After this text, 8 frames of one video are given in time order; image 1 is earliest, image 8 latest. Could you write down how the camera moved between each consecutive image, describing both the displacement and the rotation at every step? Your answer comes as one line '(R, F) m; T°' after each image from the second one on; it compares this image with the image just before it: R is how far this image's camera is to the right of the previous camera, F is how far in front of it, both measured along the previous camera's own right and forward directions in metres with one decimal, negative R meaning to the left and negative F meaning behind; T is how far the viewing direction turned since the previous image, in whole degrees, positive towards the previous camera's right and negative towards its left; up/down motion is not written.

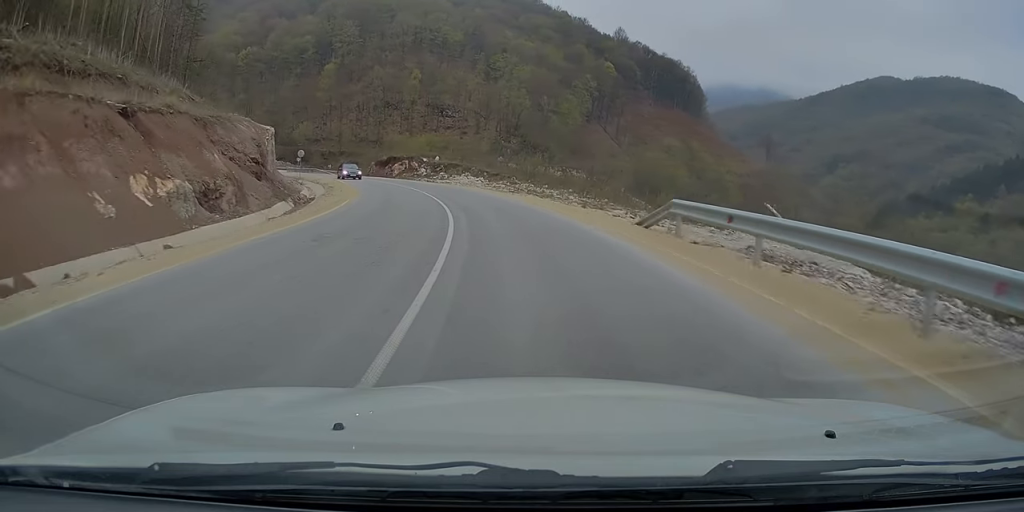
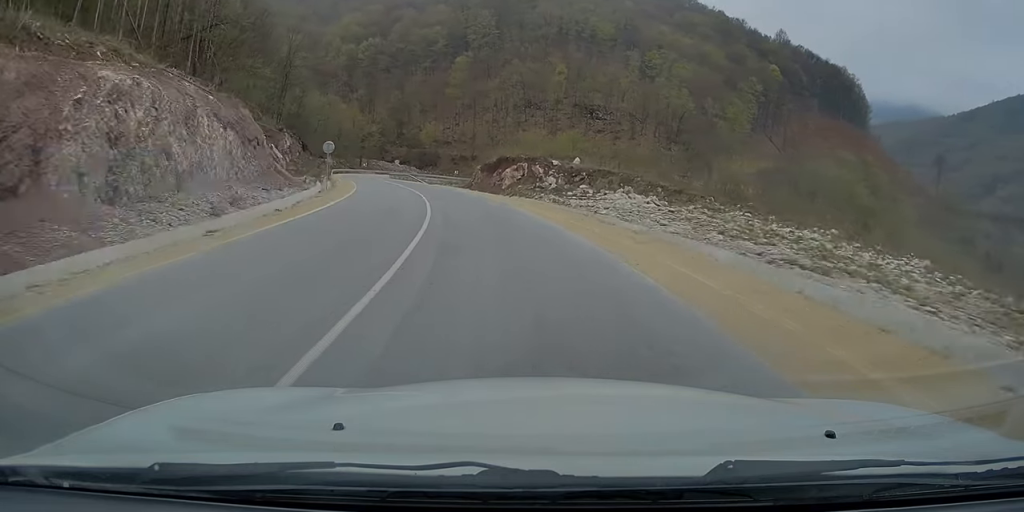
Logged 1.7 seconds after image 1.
(-3.9, +30.9) m; -15°
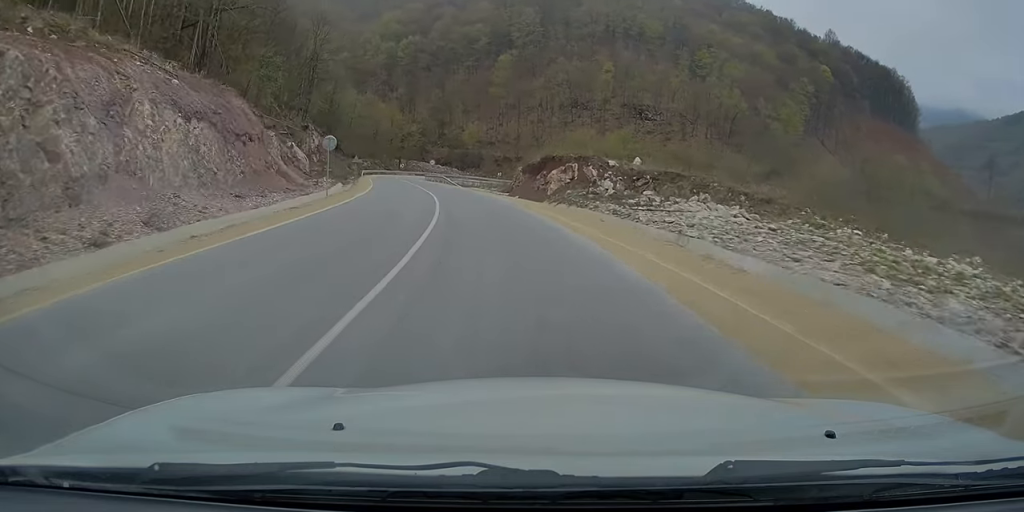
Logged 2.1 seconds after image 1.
(-0.3, +8.2) m; -4°
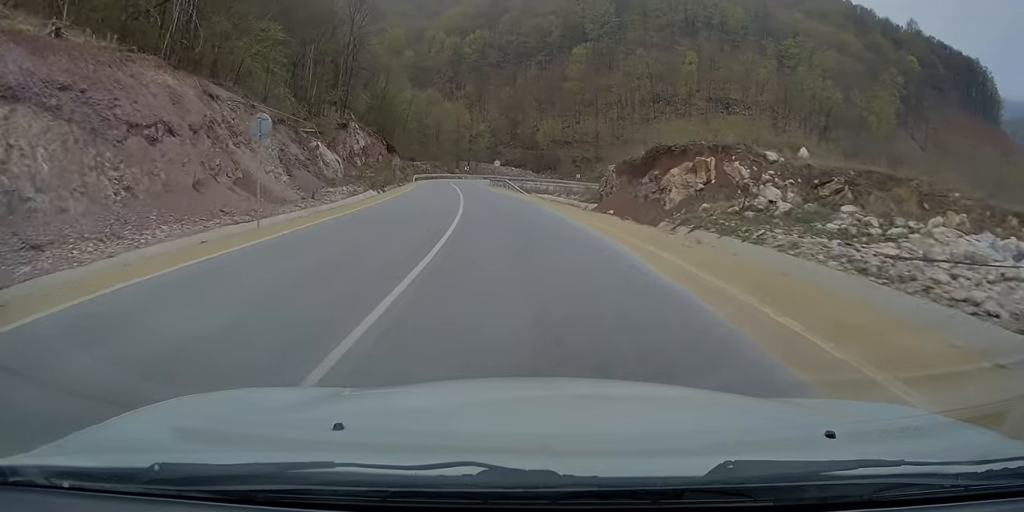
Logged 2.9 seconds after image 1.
(-0.9, +15.9) m; -5°
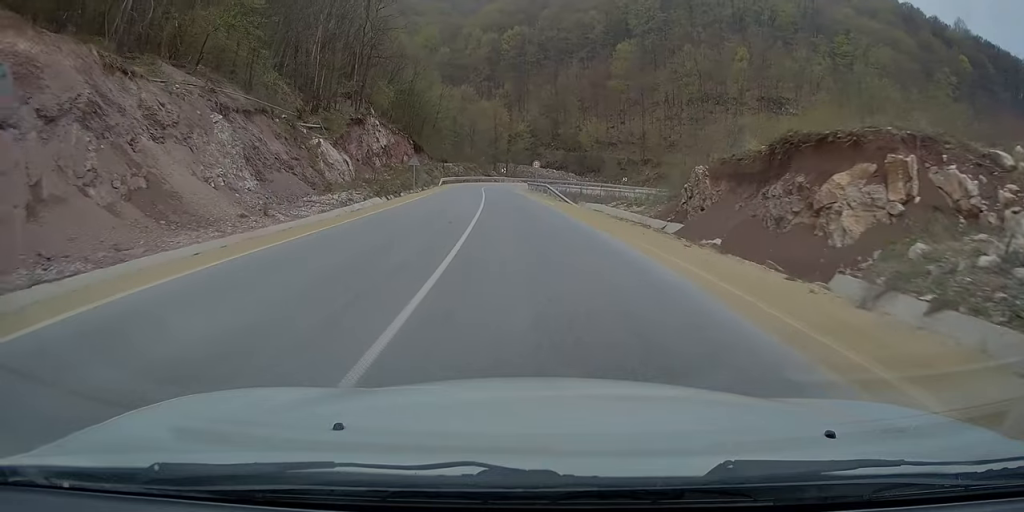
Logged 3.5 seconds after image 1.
(-0.2, +10.9) m; -2°
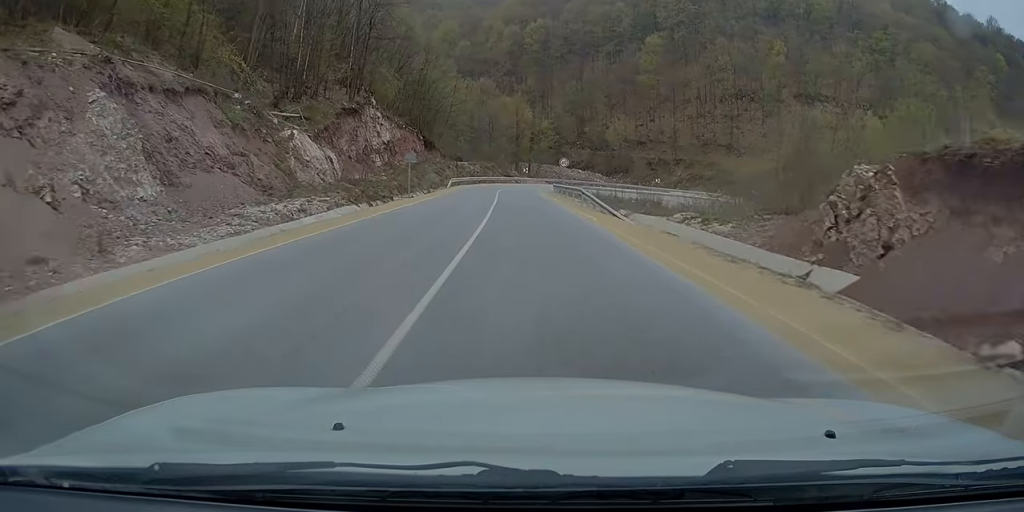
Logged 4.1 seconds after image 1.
(-0.2, +10.8) m; -1°
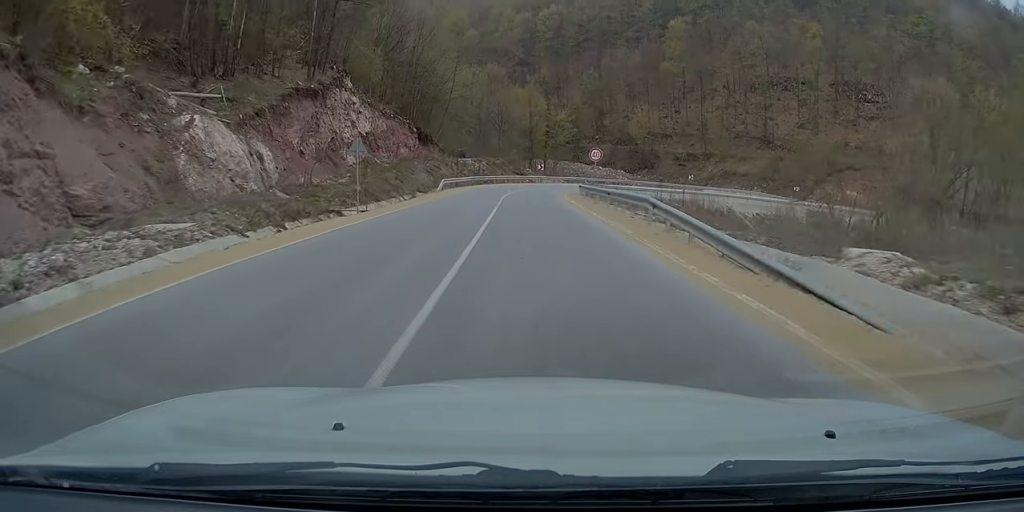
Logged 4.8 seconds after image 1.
(-0.2, +14.2) m; -1°
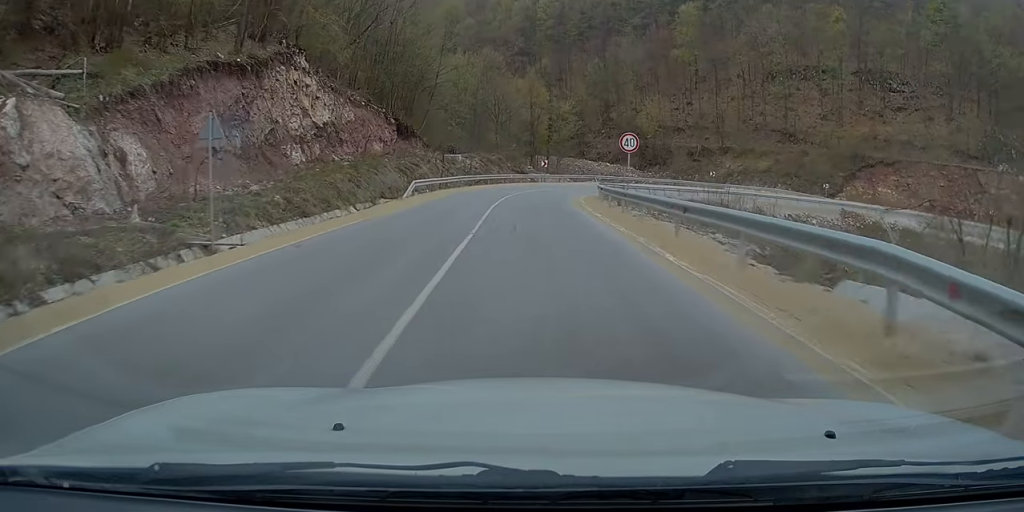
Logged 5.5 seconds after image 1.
(-0.1, +11.5) m; 0°
